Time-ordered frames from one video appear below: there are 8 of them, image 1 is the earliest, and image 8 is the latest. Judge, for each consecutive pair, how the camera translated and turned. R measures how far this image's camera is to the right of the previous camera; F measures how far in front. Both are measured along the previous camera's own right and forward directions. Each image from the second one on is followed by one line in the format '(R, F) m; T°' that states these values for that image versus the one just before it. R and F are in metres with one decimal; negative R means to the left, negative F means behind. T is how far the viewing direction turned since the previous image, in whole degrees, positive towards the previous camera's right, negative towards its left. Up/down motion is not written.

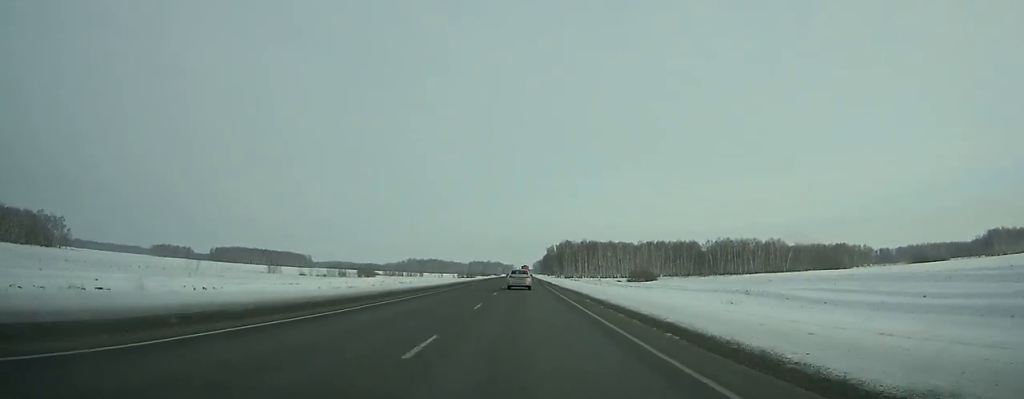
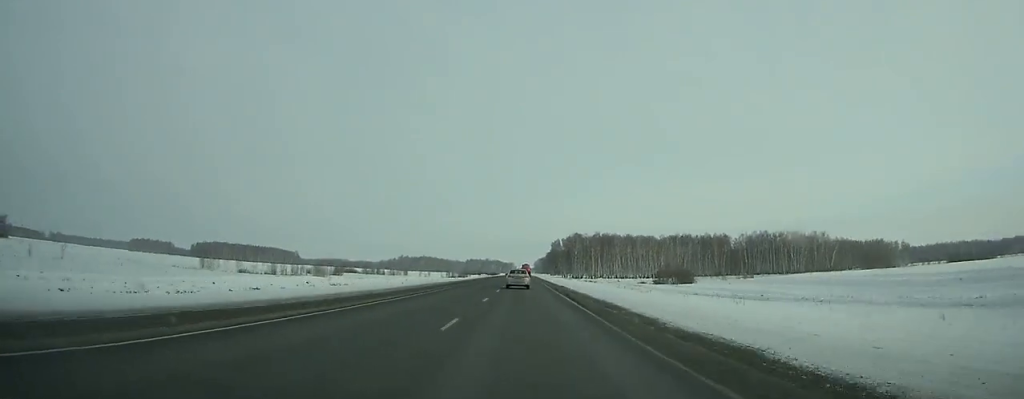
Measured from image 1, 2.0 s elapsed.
(+0.1, +55.5) m; 0°
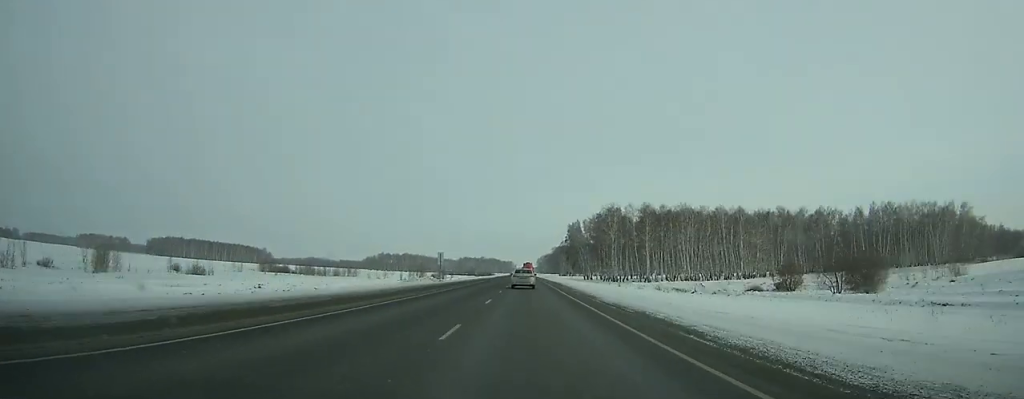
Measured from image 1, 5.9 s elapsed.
(-0.1, +107.7) m; 0°
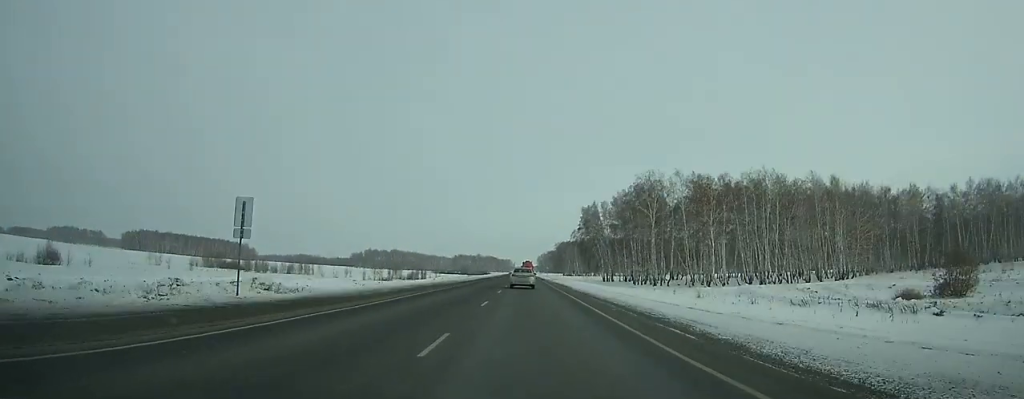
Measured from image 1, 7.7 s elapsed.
(0.0, +49.2) m; 0°
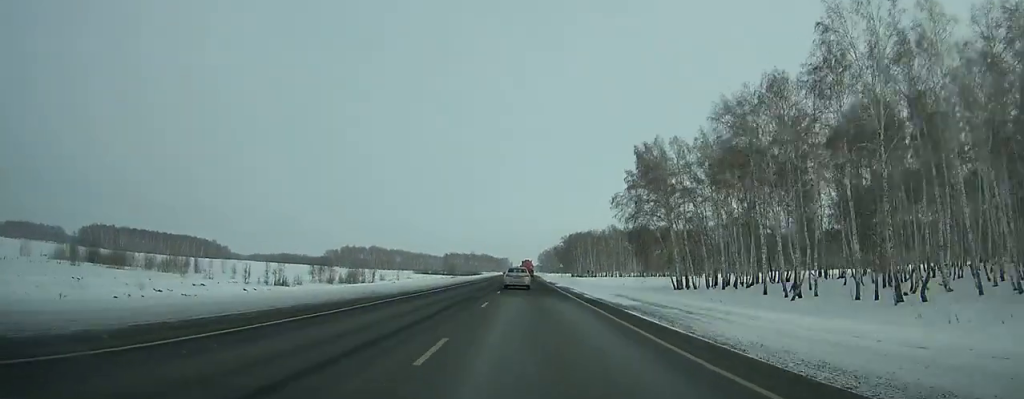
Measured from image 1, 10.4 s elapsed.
(0.0, +72.0) m; 0°
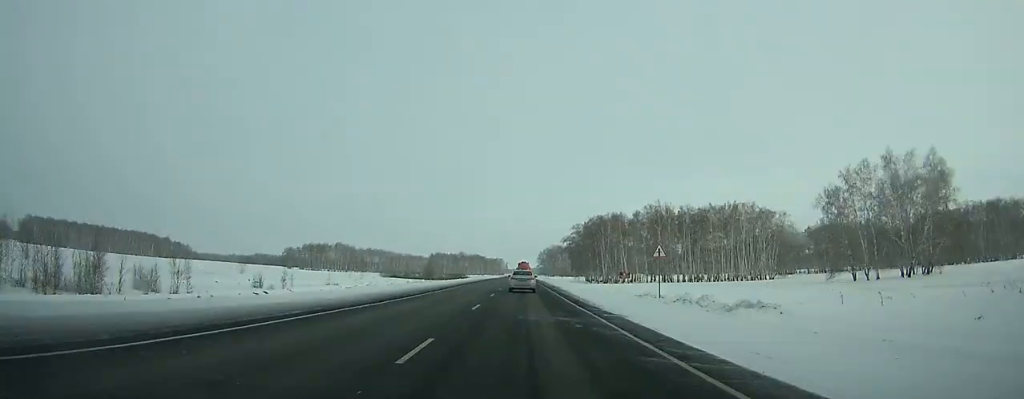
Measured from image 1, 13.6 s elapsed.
(+0.1, +83.6) m; 0°
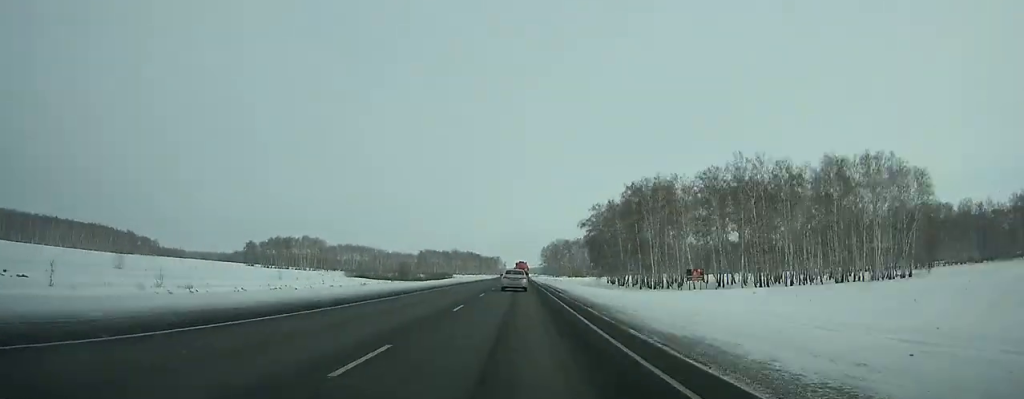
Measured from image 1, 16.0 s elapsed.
(-0.1, +61.7) m; 0°
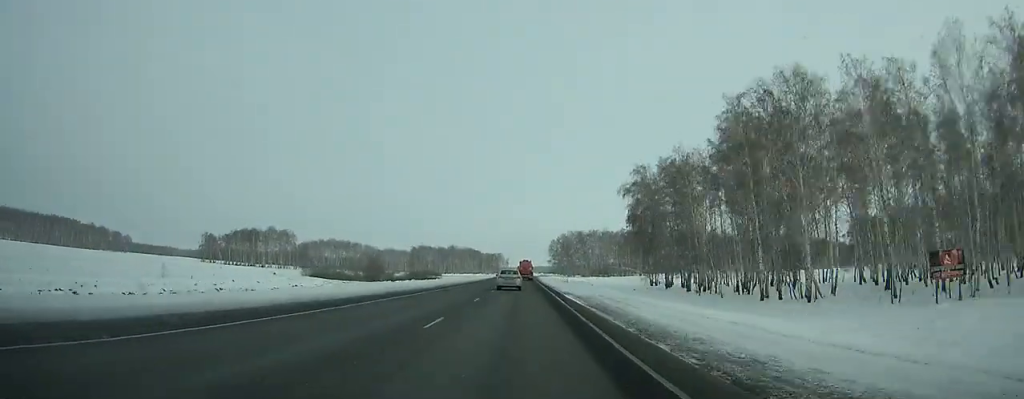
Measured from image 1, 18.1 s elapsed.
(-0.1, +54.0) m; 0°
